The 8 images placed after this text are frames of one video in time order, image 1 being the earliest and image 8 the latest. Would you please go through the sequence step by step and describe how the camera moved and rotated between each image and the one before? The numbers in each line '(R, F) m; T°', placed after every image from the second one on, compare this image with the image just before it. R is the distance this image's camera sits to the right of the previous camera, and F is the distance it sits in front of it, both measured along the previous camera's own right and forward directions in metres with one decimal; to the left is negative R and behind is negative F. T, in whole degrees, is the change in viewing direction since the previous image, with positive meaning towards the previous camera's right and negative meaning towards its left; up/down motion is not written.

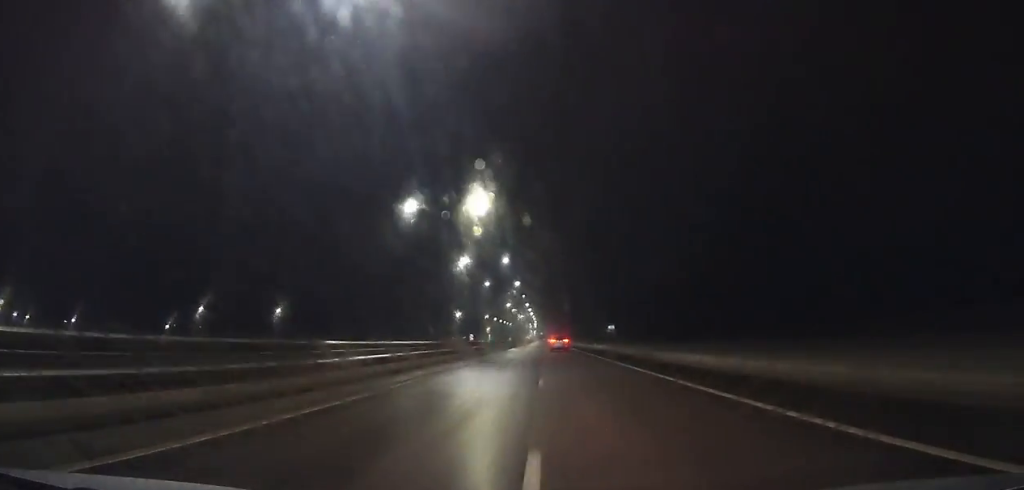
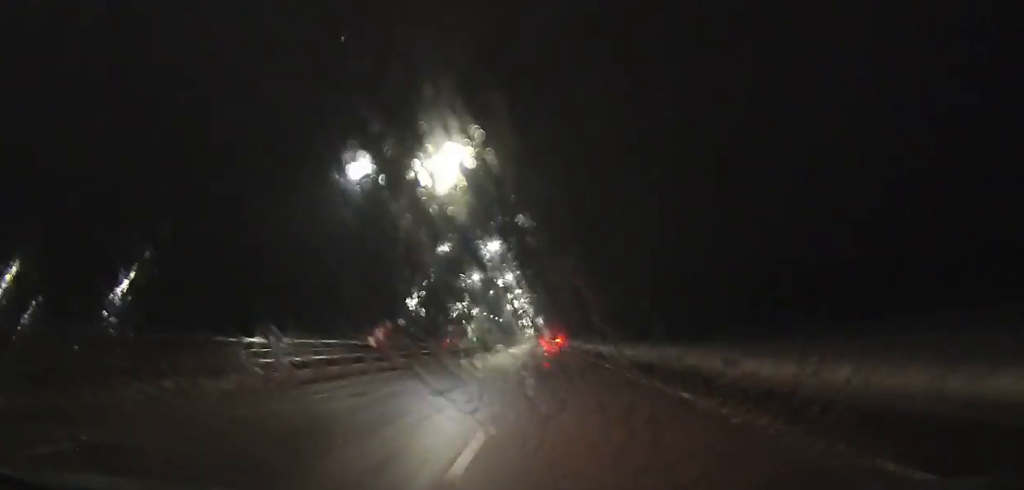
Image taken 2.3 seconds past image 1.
(+0.1, +68.6) m; 0°
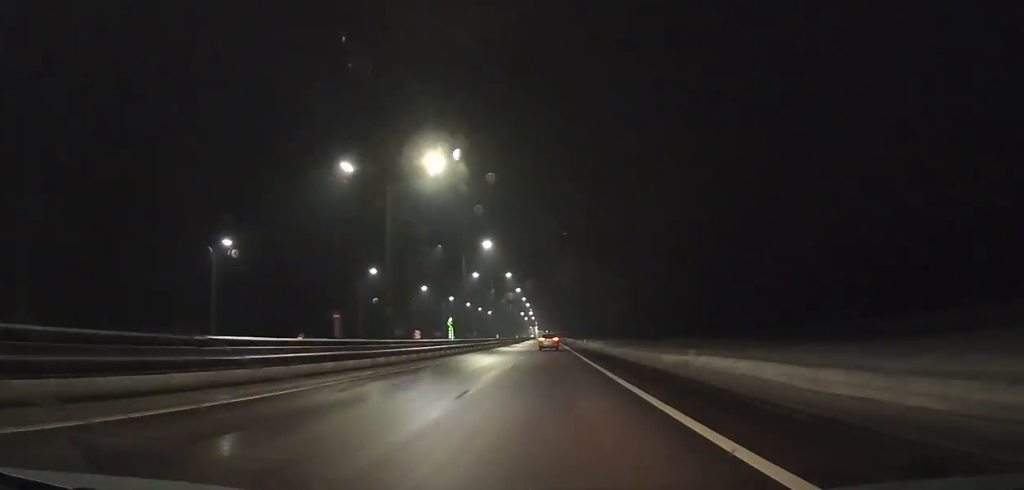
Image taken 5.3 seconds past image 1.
(-0.3, +89.4) m; 0°
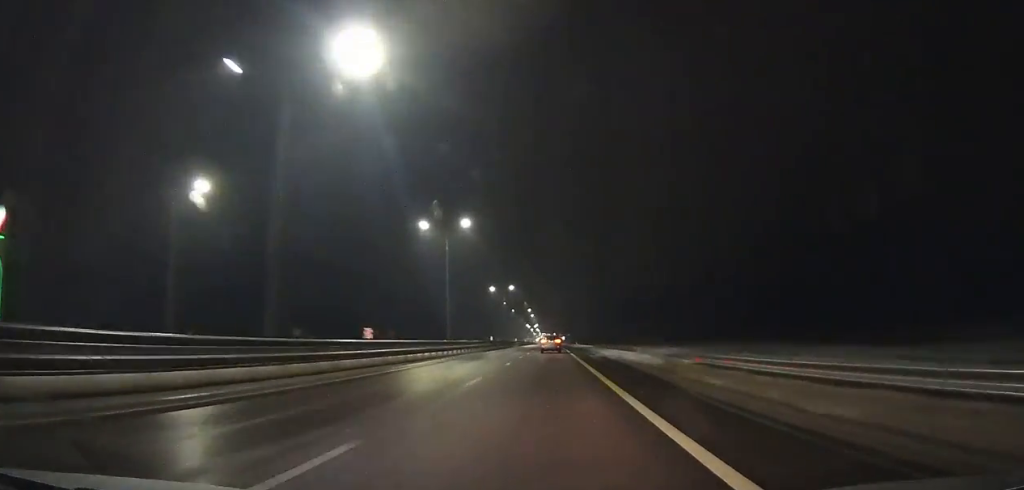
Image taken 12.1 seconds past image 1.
(-1.6, +199.2) m; -1°
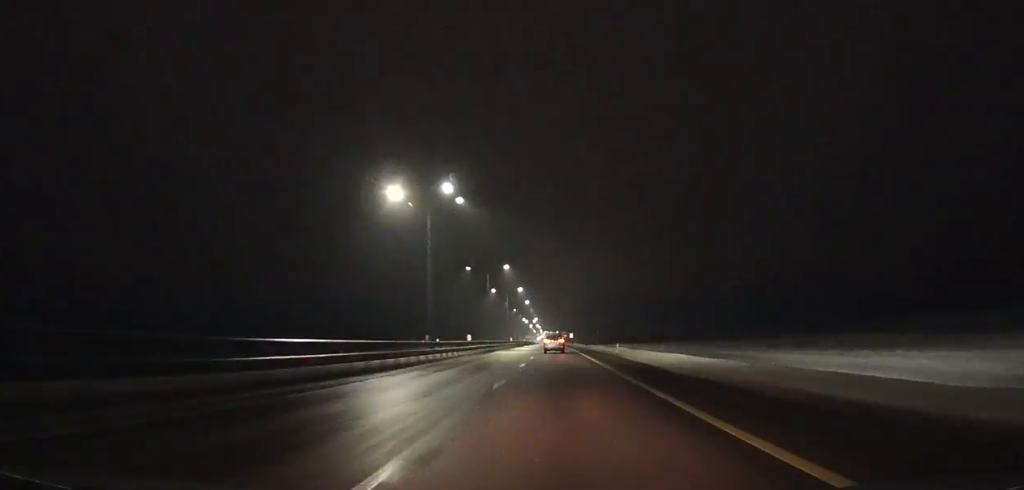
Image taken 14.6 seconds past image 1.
(-0.2, +71.7) m; 0°
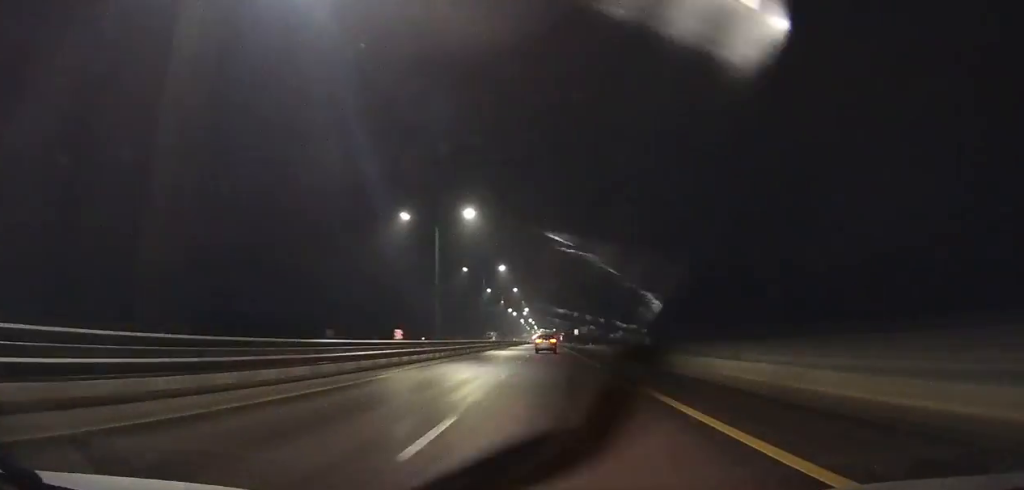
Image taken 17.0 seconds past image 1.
(+0.2, +68.3) m; 0°
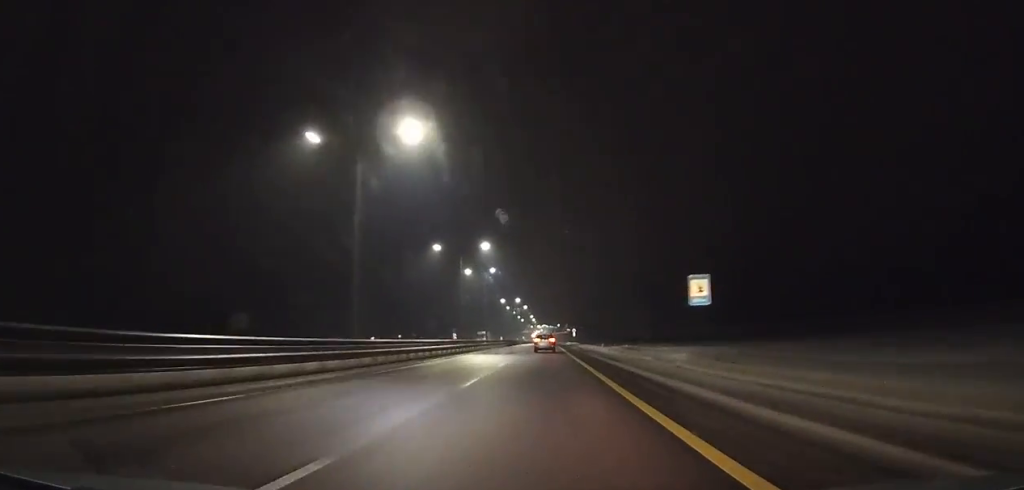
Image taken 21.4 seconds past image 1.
(-0.5, +123.7) m; -1°
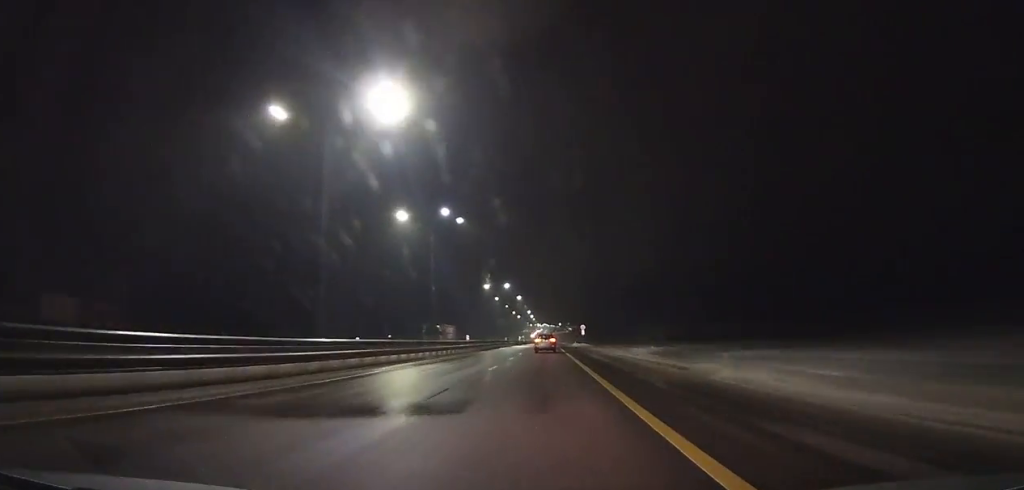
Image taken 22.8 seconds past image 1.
(0.0, +39.2) m; 0°
